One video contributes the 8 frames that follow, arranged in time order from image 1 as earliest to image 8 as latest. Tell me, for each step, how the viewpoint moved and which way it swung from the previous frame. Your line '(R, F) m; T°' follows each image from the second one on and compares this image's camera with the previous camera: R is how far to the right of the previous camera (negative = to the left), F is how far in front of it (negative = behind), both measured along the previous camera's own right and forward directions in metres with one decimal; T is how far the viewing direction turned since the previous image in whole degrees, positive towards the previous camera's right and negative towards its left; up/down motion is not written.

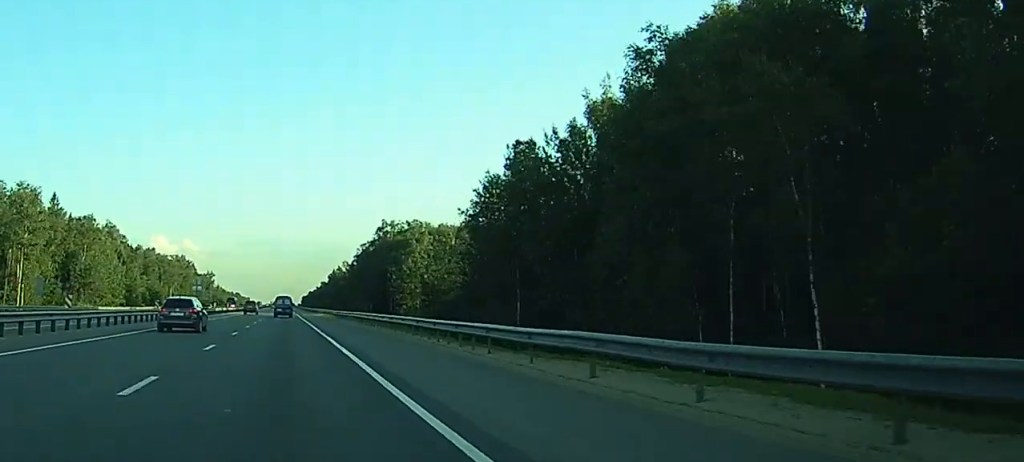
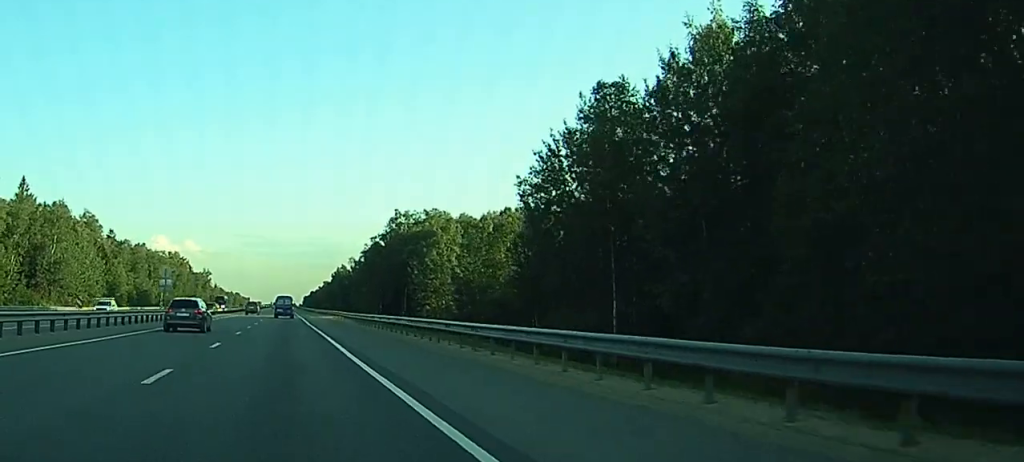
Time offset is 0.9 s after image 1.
(0.0, +22.5) m; 0°
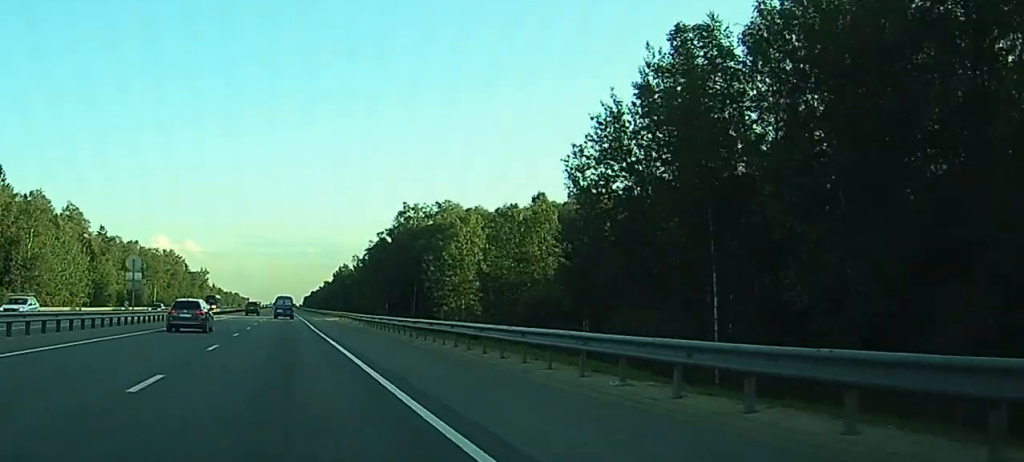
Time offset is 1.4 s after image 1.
(+0.1, +13.4) m; 0°
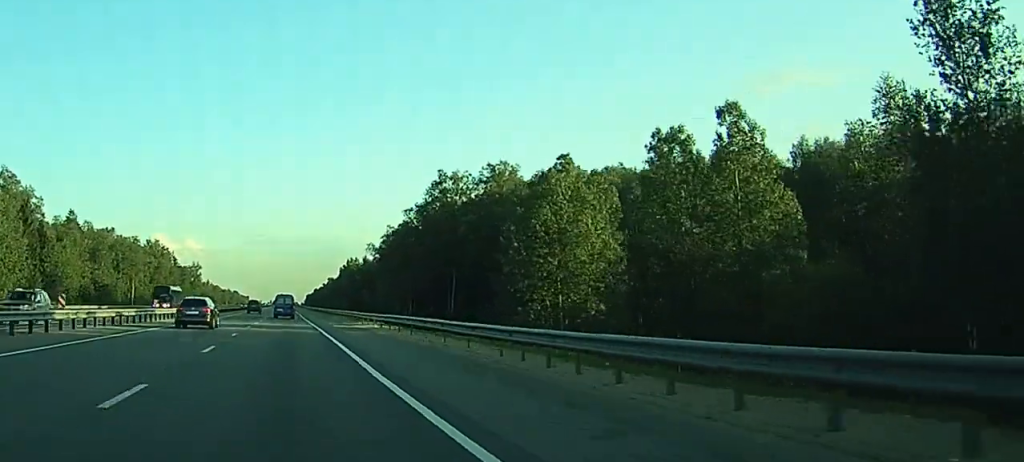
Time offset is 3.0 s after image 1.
(+0.1, +38.8) m; 0°
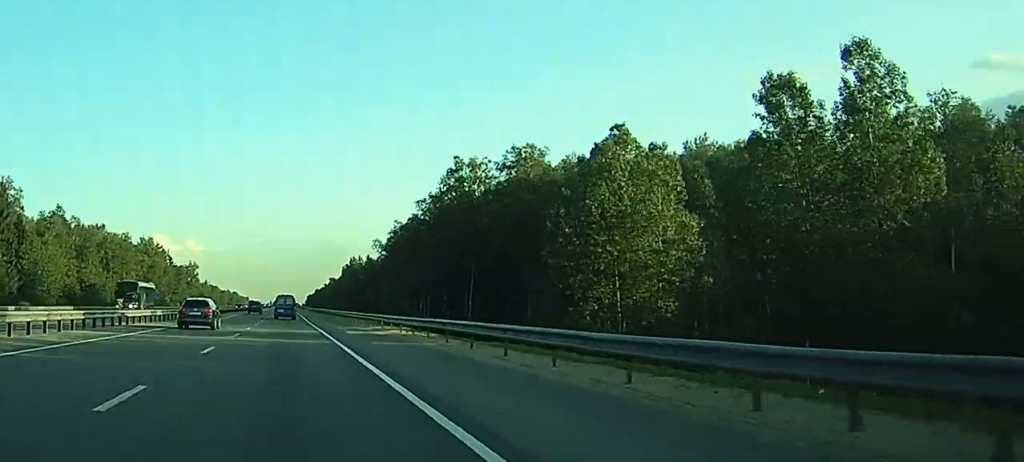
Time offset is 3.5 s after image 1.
(0.0, +12.8) m; 0°
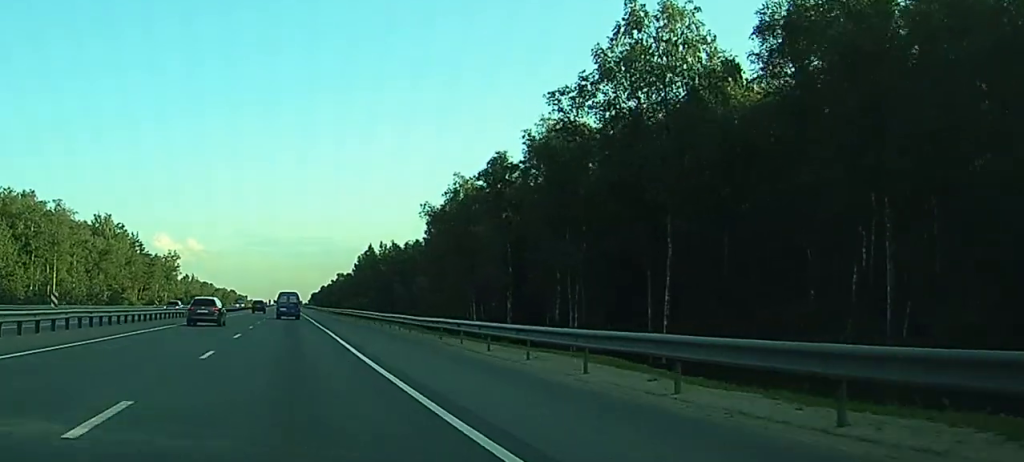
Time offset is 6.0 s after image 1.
(-0.4, +67.0) m; -3°
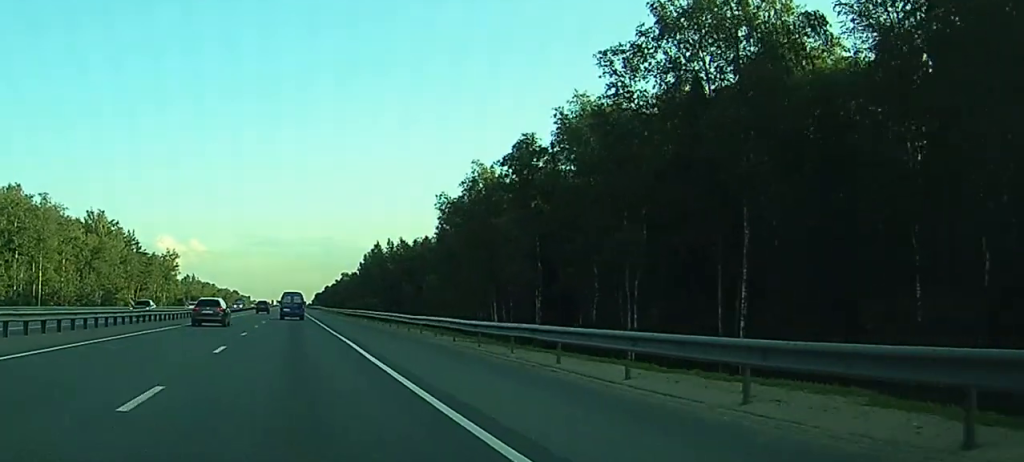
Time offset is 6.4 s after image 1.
(+0.2, +11.1) m; -1°
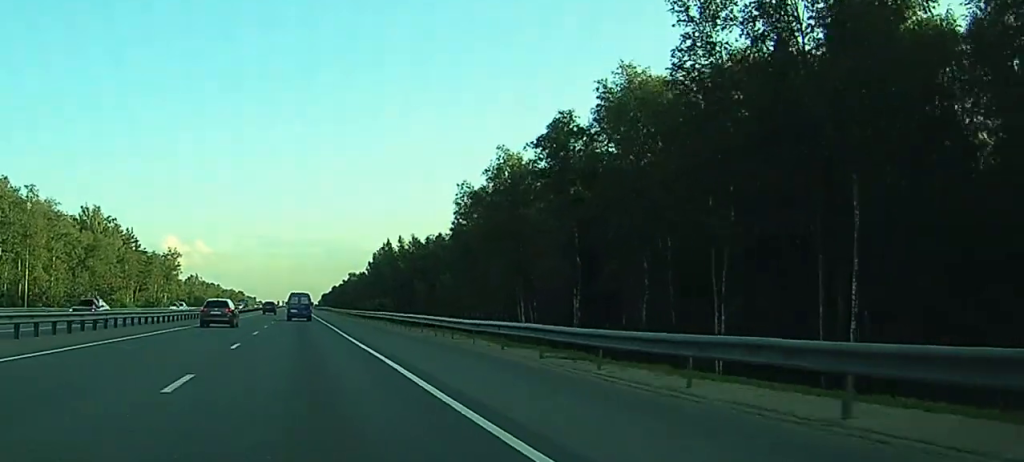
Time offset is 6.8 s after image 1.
(-0.4, +11.0) m; +1°
